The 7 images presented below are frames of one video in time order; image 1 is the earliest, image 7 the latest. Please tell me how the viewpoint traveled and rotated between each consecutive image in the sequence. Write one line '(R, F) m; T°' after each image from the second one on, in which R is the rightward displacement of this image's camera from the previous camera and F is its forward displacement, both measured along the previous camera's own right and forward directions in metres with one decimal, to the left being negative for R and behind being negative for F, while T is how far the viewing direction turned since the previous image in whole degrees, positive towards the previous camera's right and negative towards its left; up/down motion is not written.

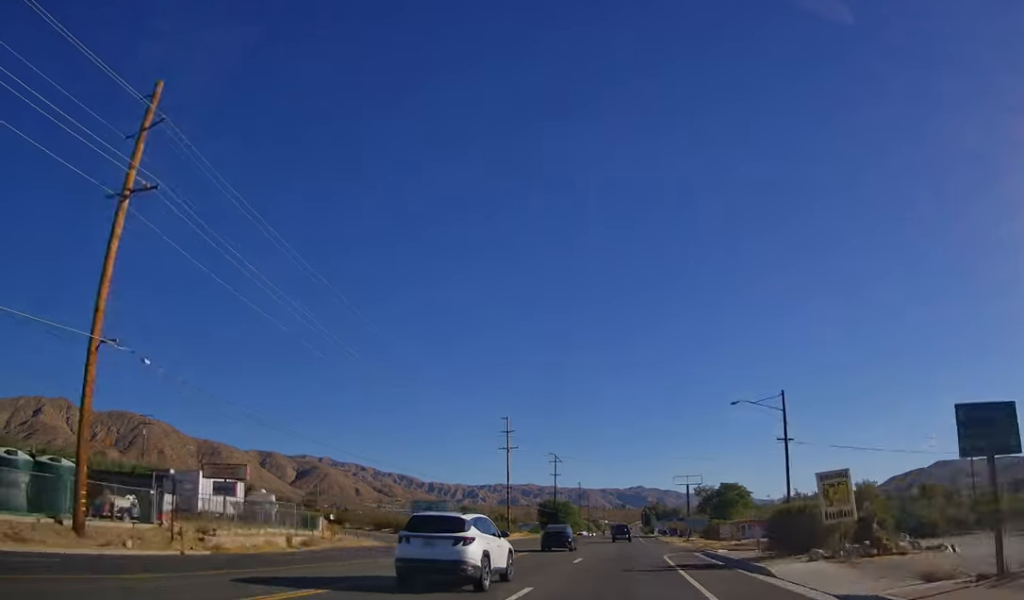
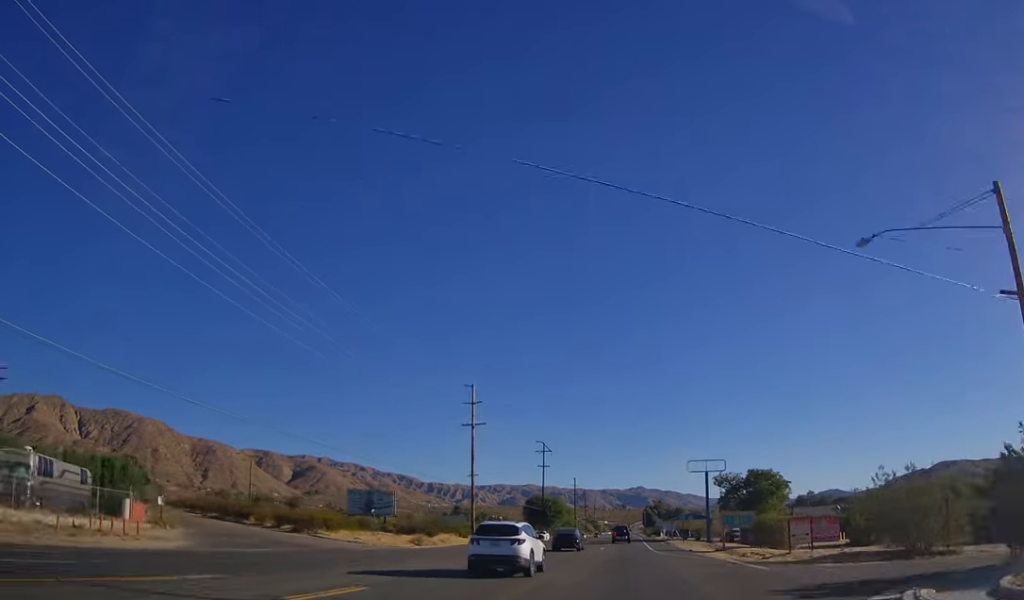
(+0.1, +28.1) m; 0°
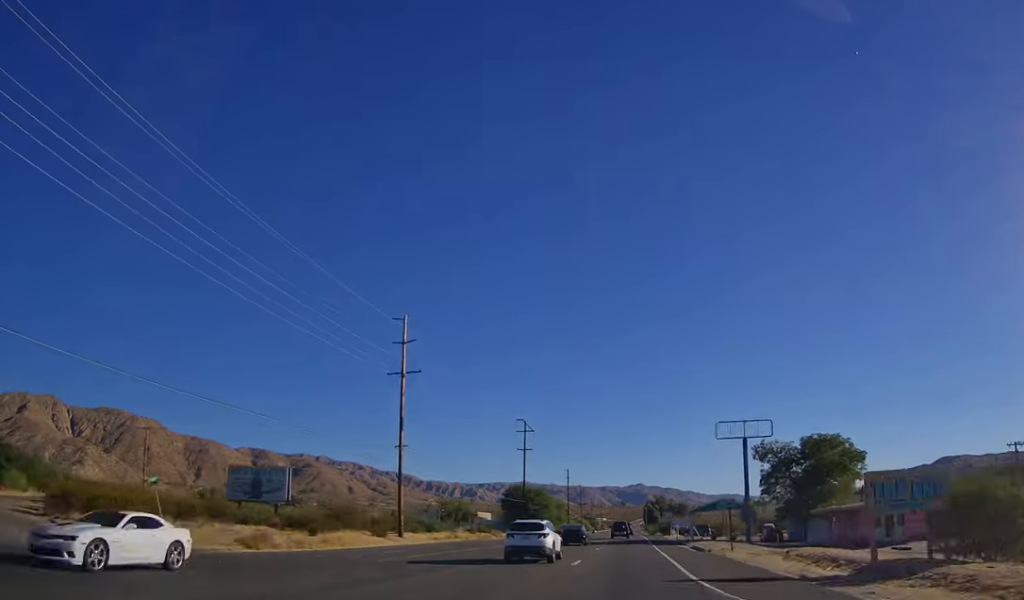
(+0.2, +29.9) m; 0°
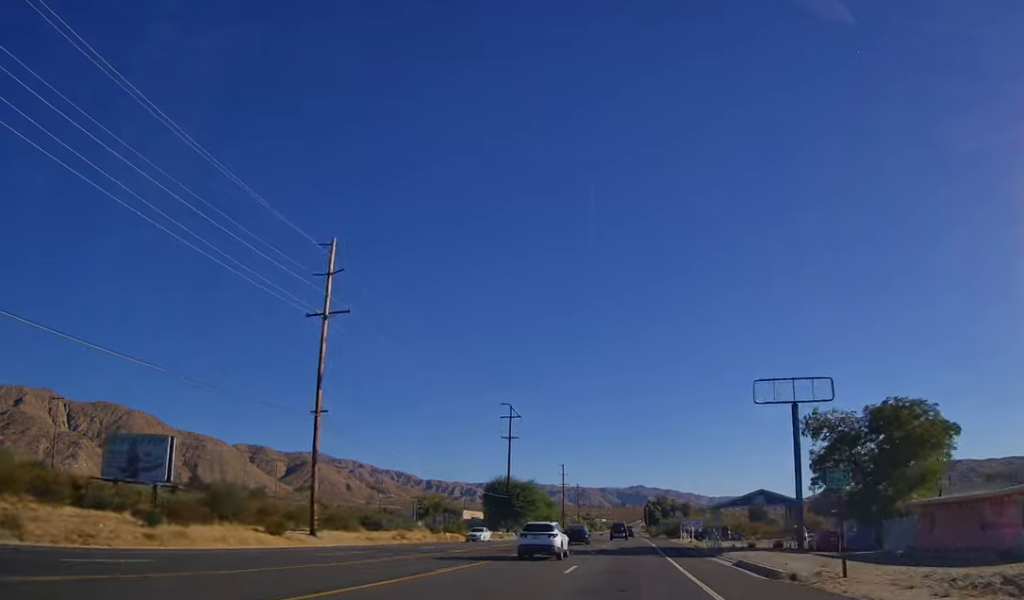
(0.0, +18.2) m; 0°
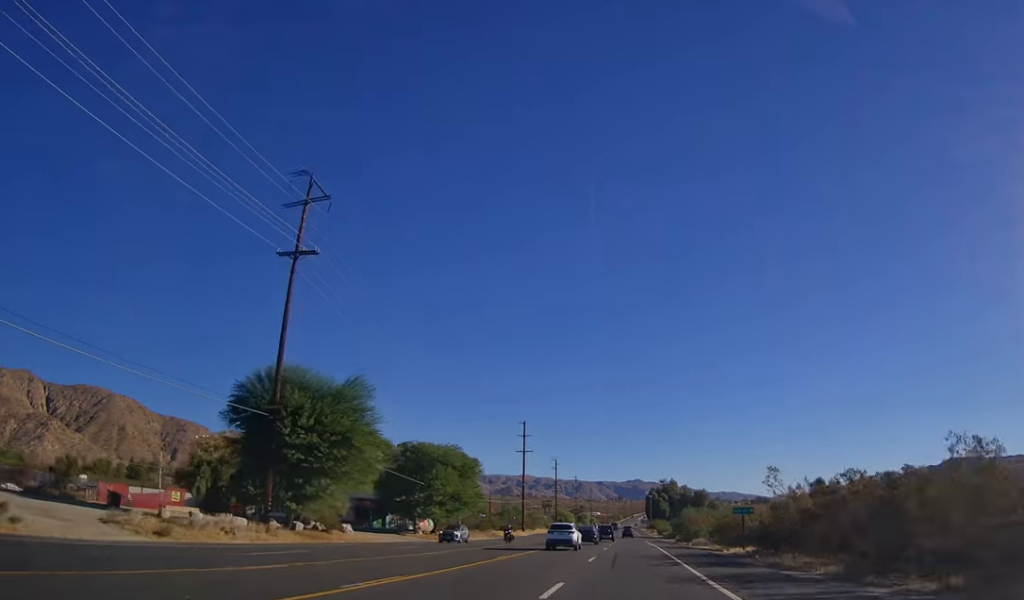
(-0.9, +79.9) m; 0°
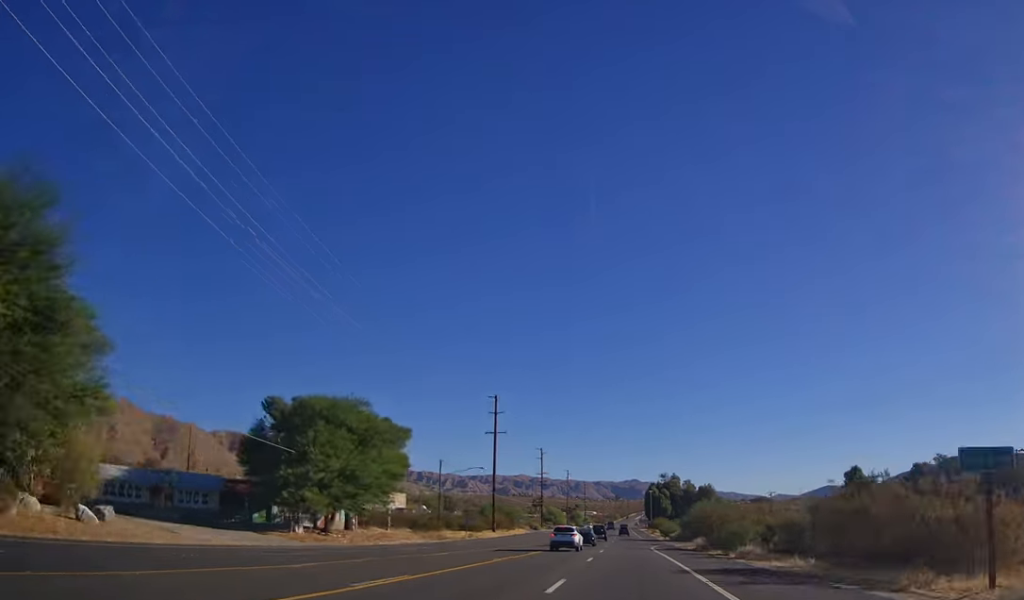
(+0.5, +28.1) m; +1°
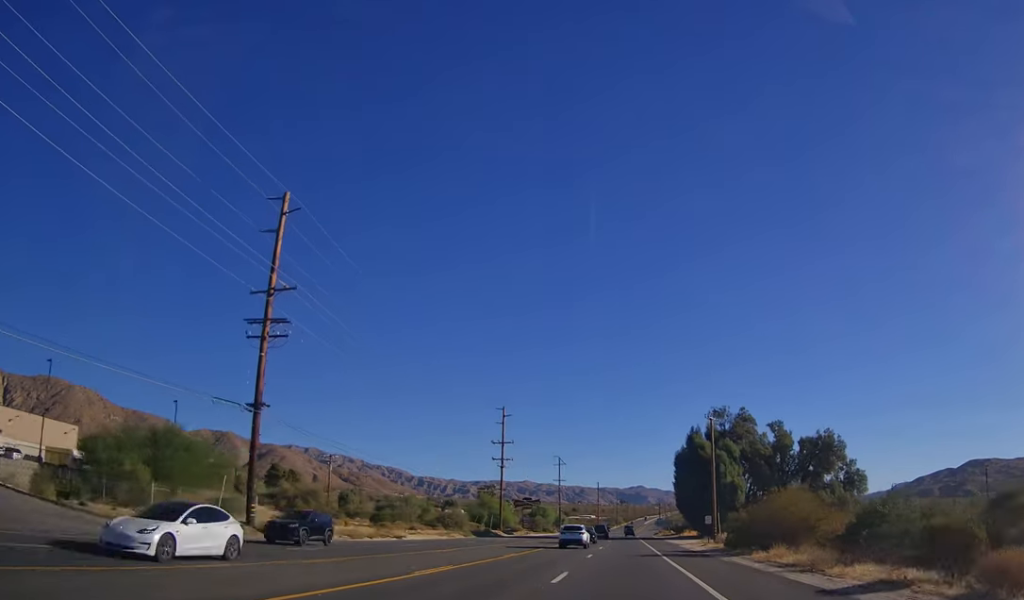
(+1.1, +144.6) m; 0°
